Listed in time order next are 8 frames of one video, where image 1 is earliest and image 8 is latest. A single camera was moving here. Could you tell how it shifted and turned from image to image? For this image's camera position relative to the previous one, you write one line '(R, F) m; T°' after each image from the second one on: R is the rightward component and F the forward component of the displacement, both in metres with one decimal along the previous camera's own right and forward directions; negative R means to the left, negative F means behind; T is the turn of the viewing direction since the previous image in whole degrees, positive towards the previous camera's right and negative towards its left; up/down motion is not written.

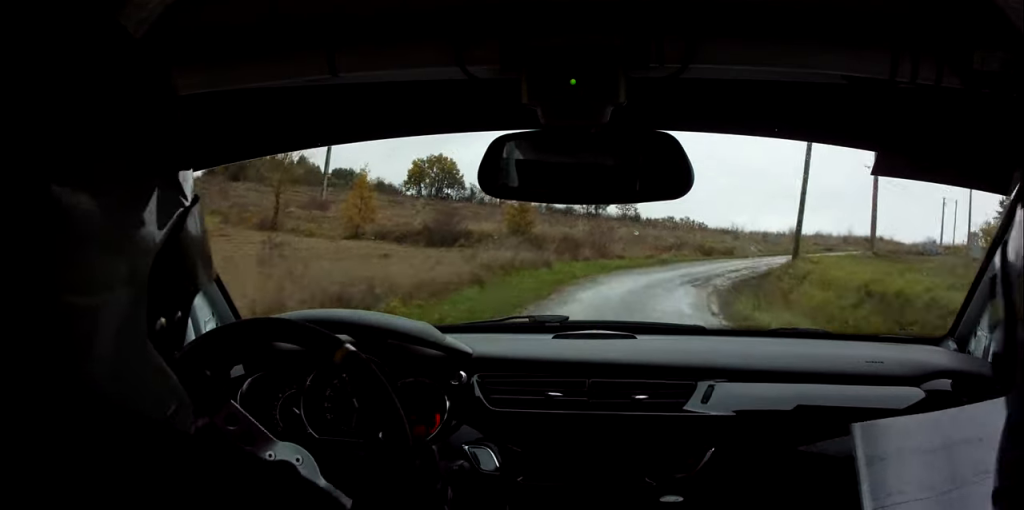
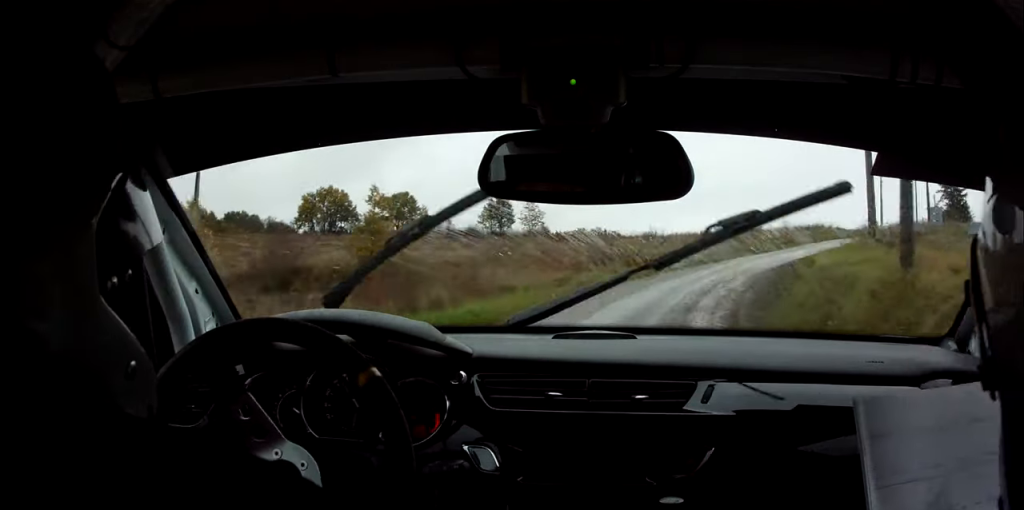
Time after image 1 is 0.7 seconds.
(+0.6, +14.1) m; +7°
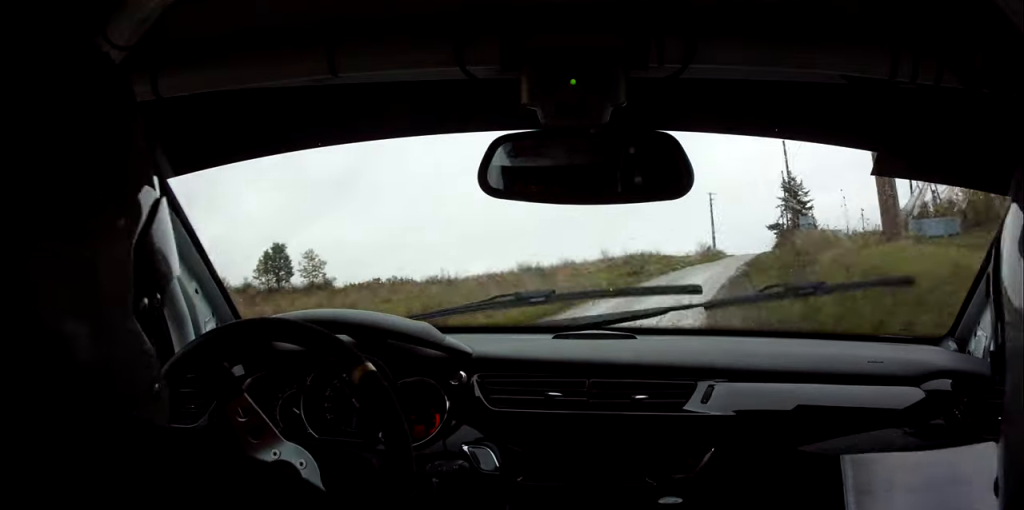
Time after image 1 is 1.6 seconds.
(+2.0, +20.0) m; +10°
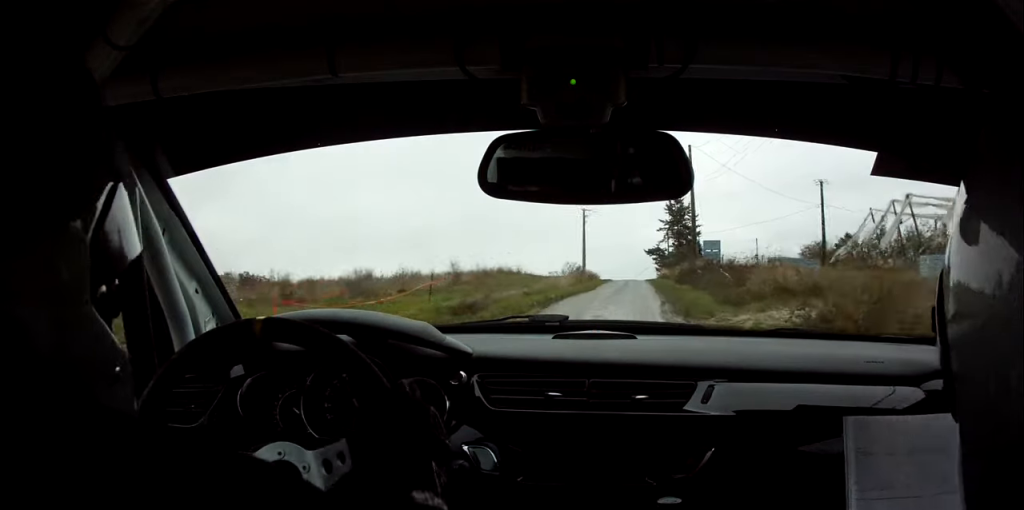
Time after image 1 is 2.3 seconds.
(+0.8, +15.7) m; +6°
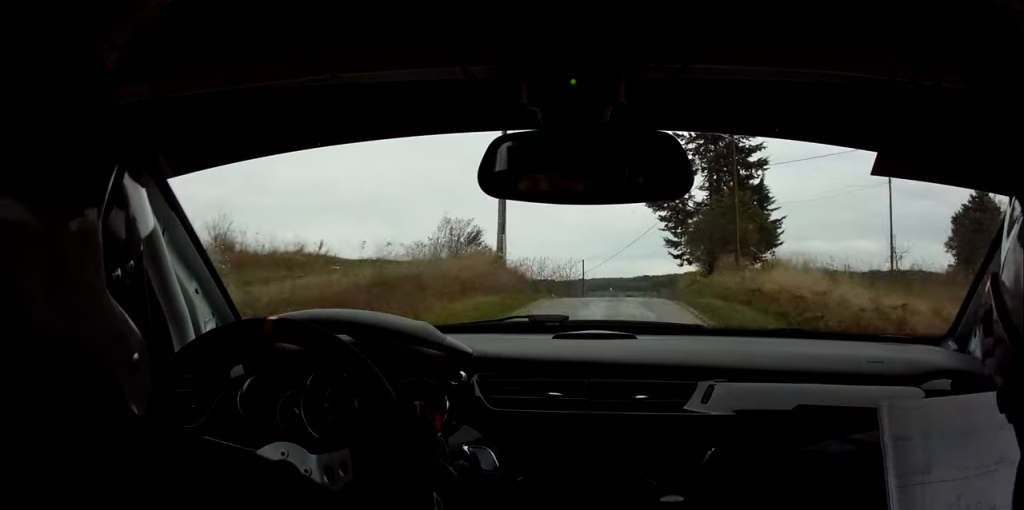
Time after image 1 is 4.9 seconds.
(+2.8, +63.4) m; +4°
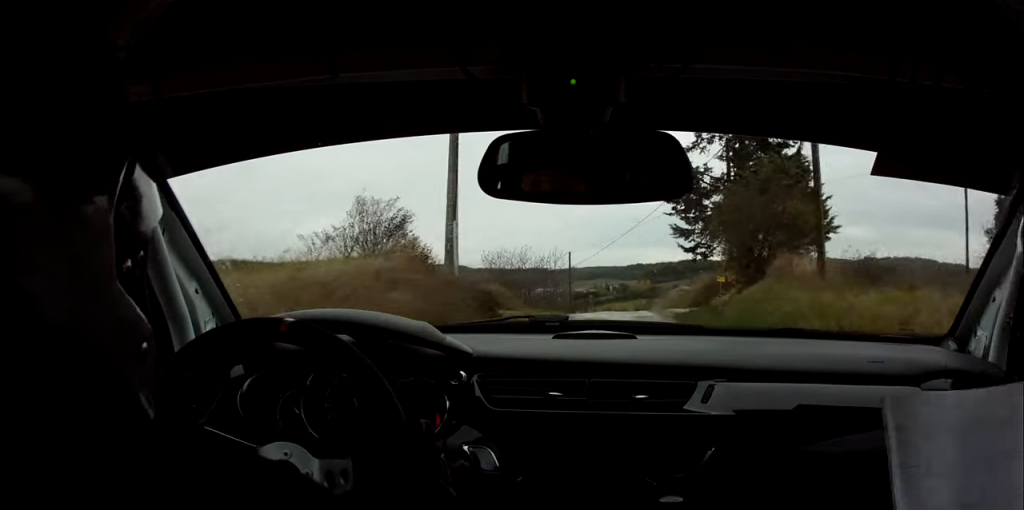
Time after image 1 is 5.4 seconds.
(+0.2, +12.8) m; 0°
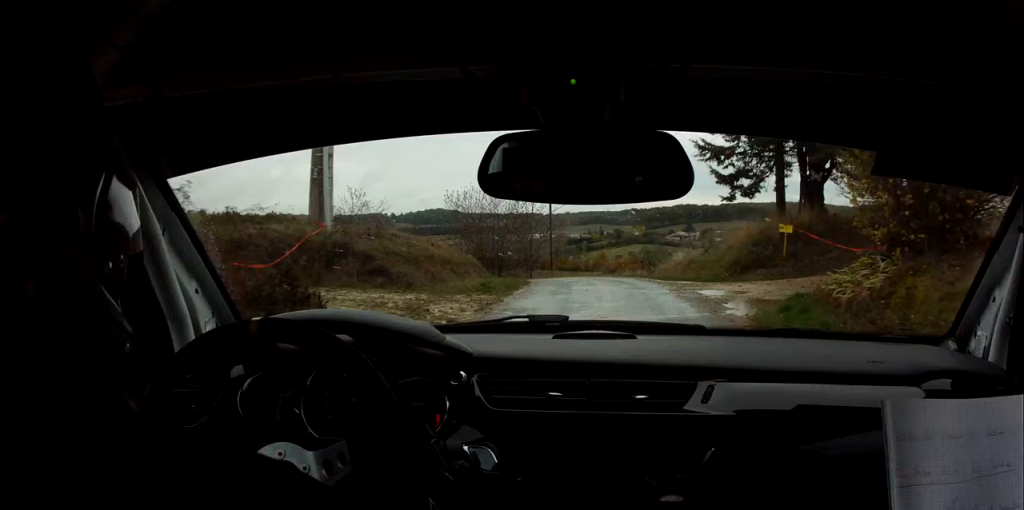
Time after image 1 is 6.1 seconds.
(-0.1, +14.6) m; -2°
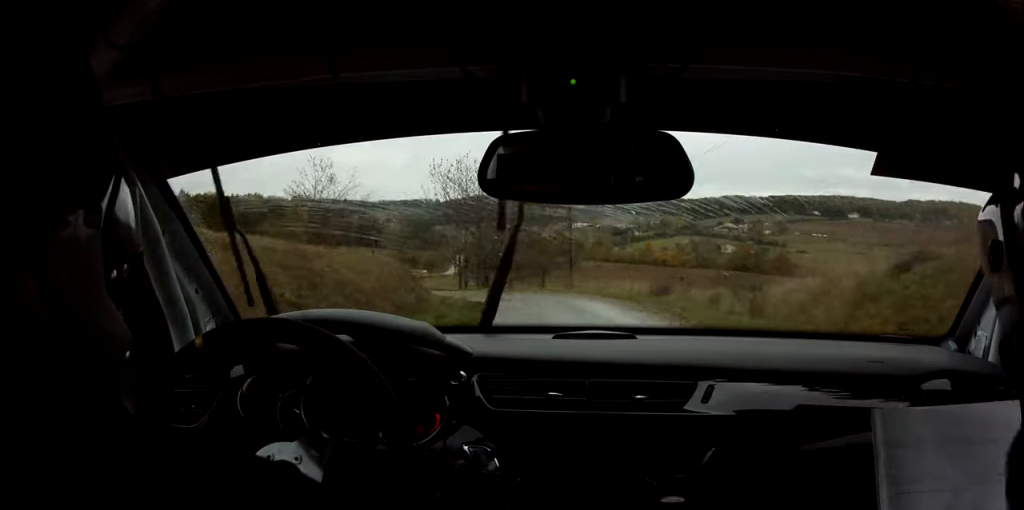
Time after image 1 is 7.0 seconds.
(-0.7, +18.9) m; -4°
